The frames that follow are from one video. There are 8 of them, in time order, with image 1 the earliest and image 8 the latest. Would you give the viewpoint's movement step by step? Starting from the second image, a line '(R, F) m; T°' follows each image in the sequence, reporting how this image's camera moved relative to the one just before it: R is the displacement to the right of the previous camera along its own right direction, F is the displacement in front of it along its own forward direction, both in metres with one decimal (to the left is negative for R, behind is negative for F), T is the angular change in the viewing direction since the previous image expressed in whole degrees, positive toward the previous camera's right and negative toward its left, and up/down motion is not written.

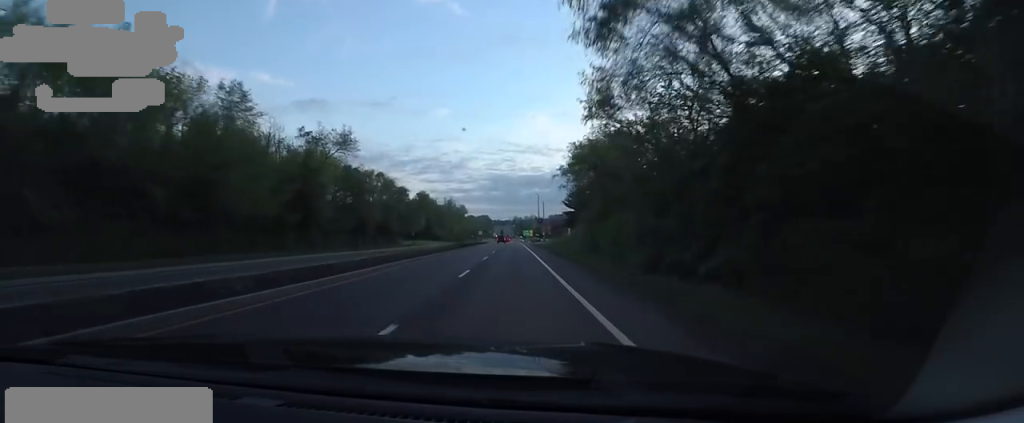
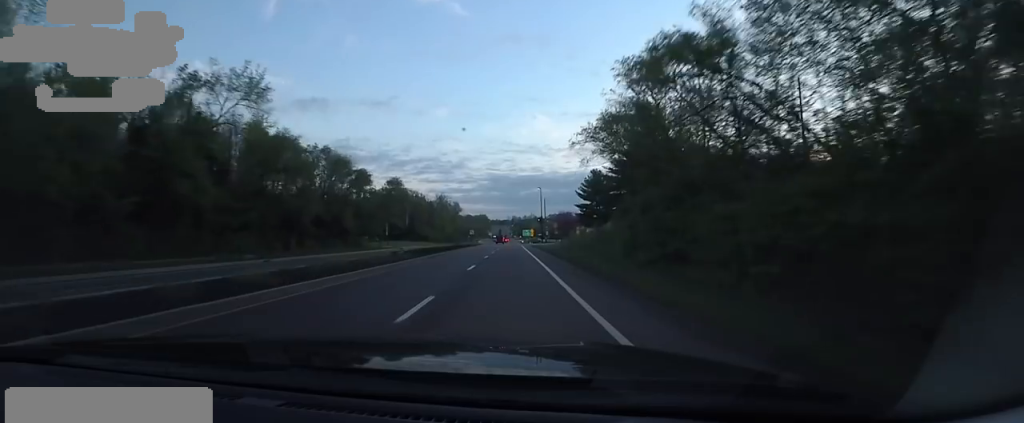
(-0.3, +20.4) m; 0°
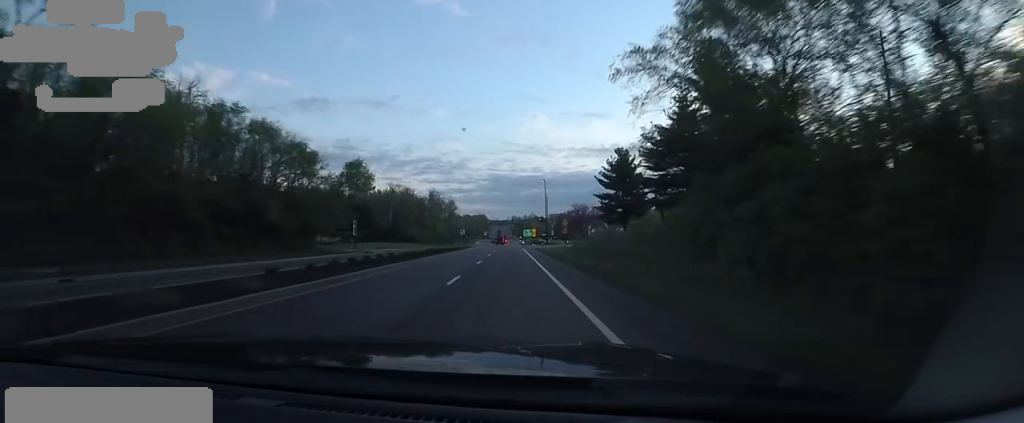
(+0.3, +17.1) m; +1°
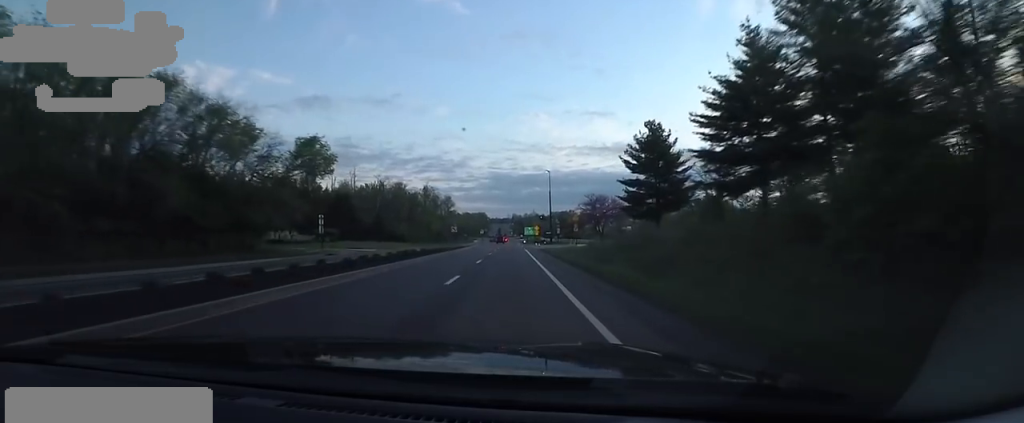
(+0.1, +12.1) m; 0°
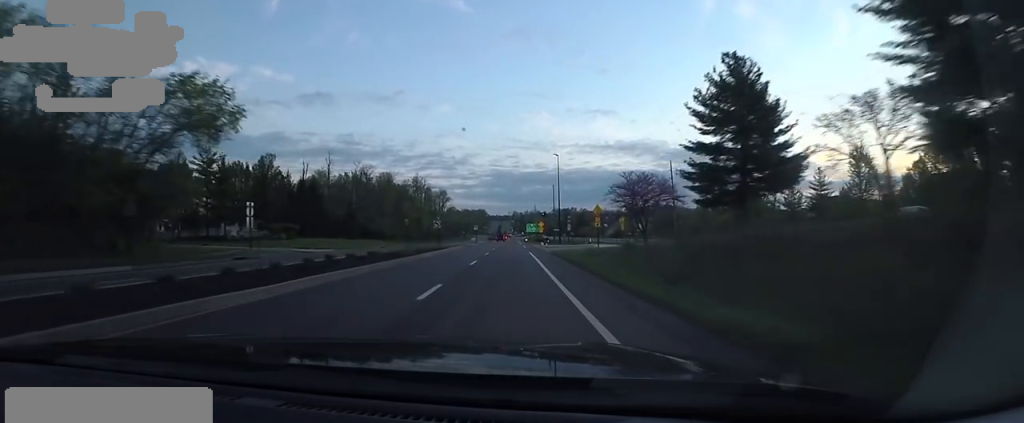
(-0.2, +16.2) m; -1°
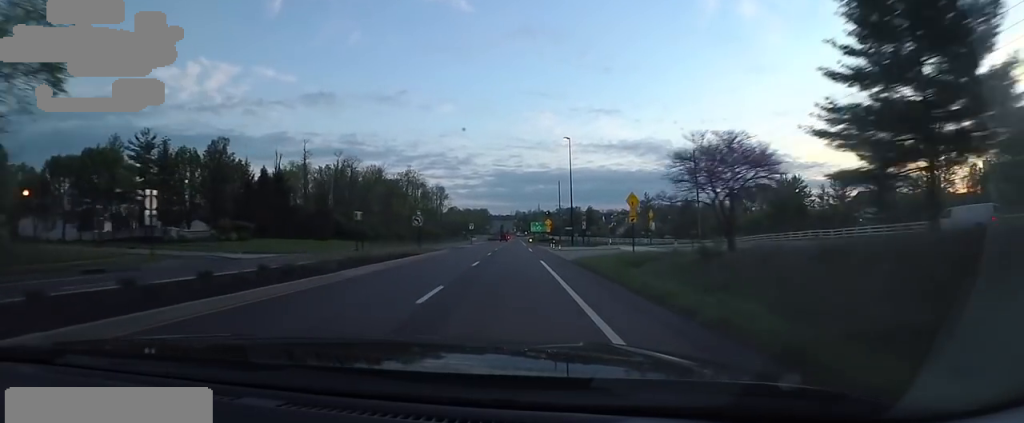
(-0.2, +13.2) m; 0°
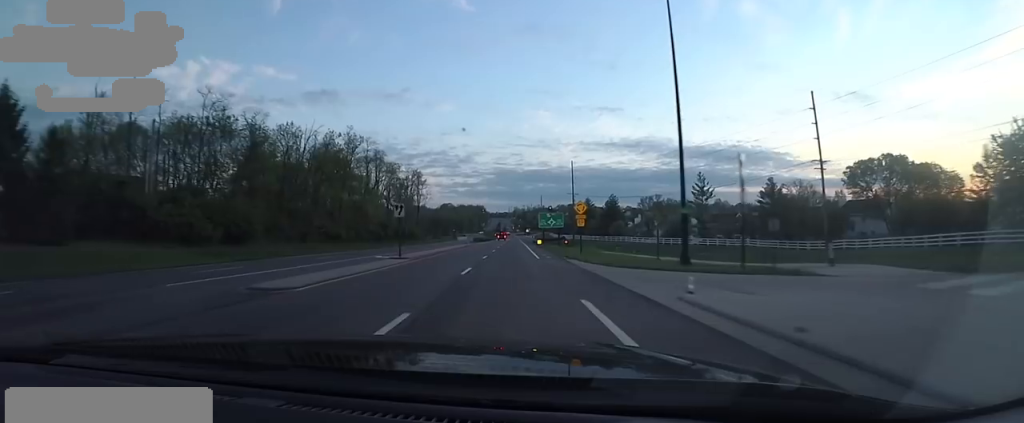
(+0.6, +42.5) m; +1°
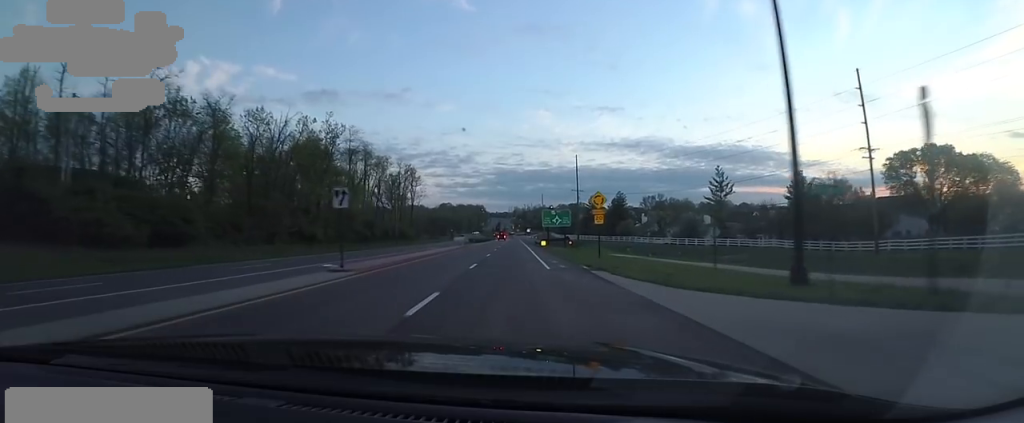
(0.0, +9.0) m; 0°
